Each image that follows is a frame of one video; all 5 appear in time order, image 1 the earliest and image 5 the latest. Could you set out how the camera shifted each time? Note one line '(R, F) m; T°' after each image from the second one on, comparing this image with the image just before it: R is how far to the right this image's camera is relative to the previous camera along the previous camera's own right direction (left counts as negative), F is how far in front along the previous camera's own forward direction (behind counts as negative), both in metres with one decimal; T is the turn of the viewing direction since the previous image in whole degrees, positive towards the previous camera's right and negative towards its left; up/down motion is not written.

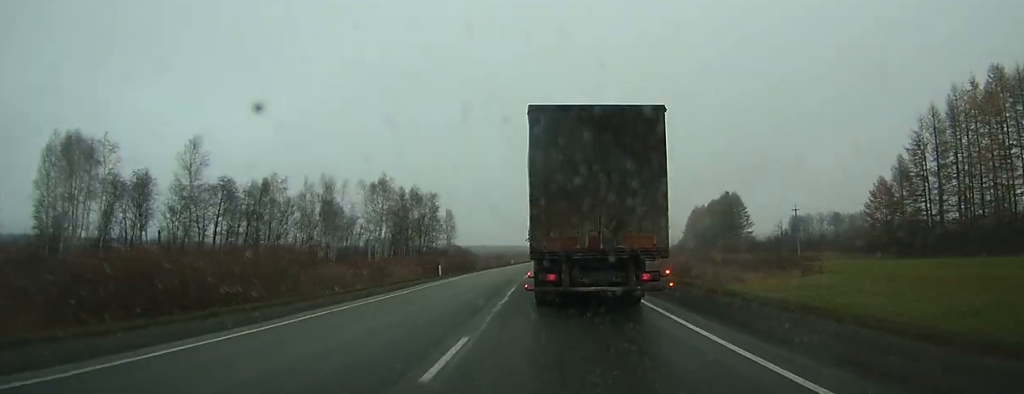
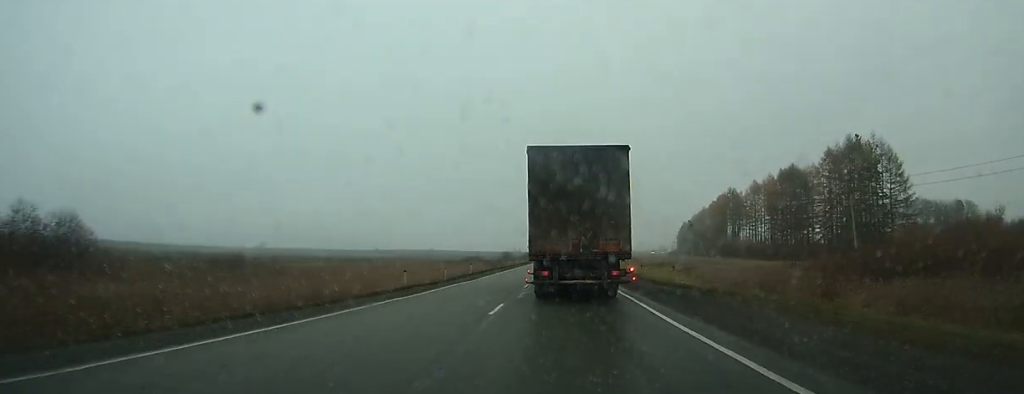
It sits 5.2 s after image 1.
(+3.7, +119.1) m; +4°
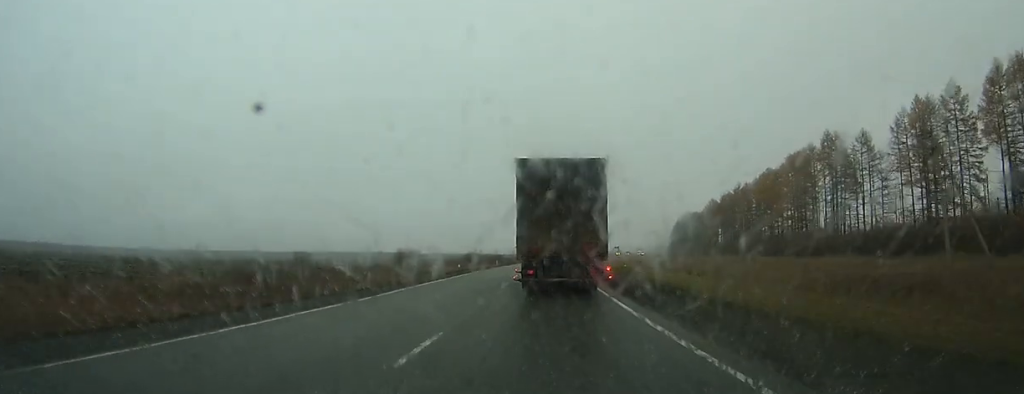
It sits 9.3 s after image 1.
(+2.7, +86.6) m; +3°
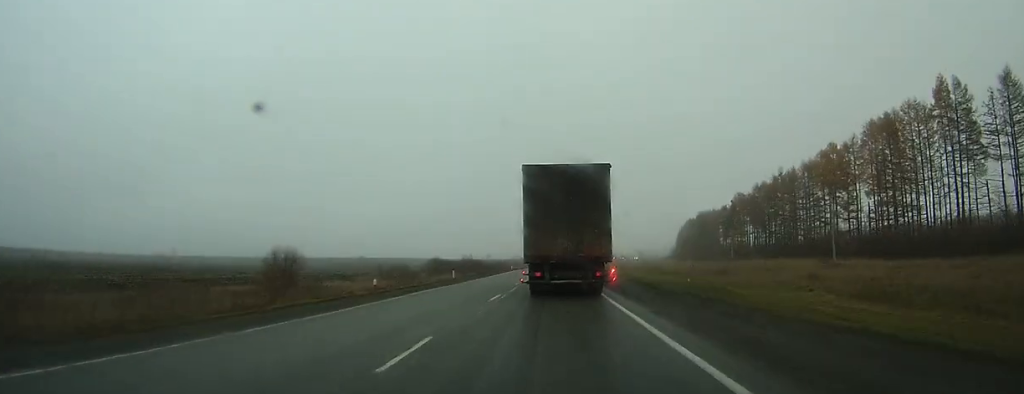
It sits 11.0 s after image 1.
(+0.3, +37.8) m; +1°
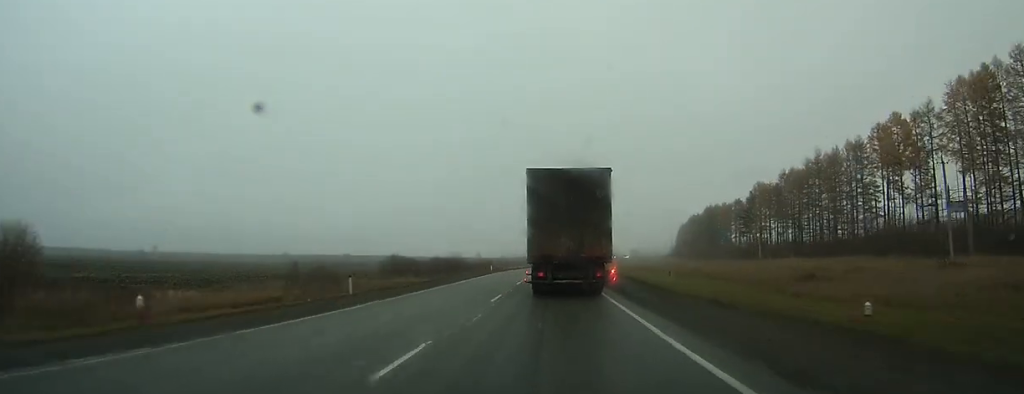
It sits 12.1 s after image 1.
(+0.2, +25.9) m; +1°
